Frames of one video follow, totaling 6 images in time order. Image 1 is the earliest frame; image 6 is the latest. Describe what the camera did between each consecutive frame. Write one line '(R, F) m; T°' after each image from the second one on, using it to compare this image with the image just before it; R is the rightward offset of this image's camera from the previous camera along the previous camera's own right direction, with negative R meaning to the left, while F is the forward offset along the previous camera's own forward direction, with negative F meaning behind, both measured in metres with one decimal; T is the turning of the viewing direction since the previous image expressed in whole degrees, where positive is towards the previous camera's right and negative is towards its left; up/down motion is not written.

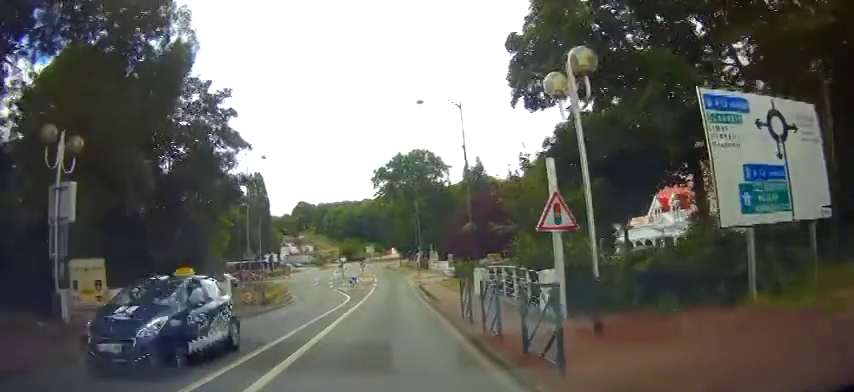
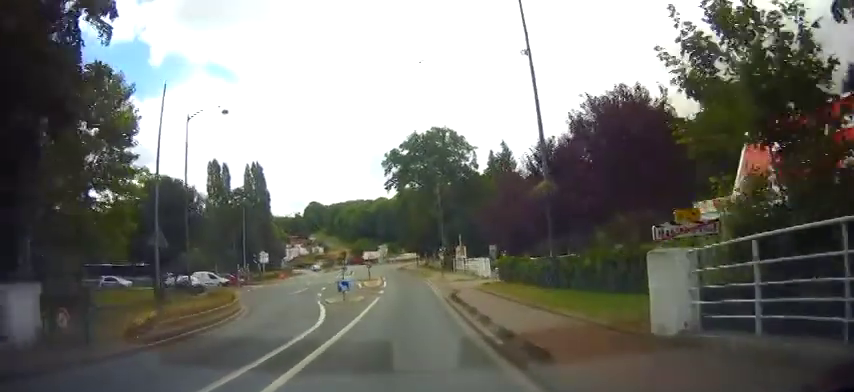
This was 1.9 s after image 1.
(-0.3, +14.6) m; 0°
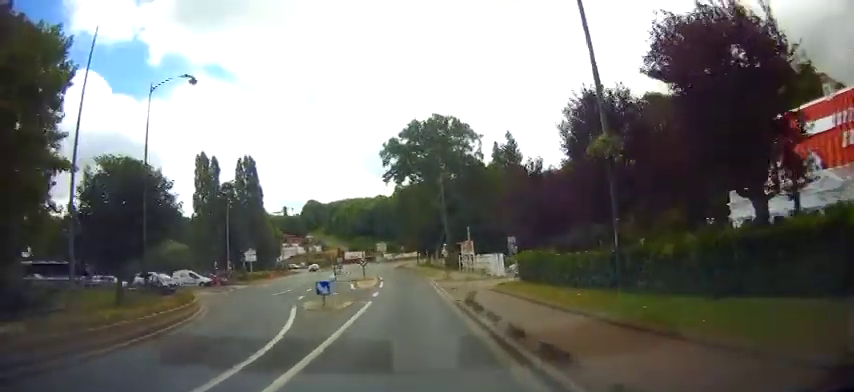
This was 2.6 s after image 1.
(+0.1, +5.7) m; +1°
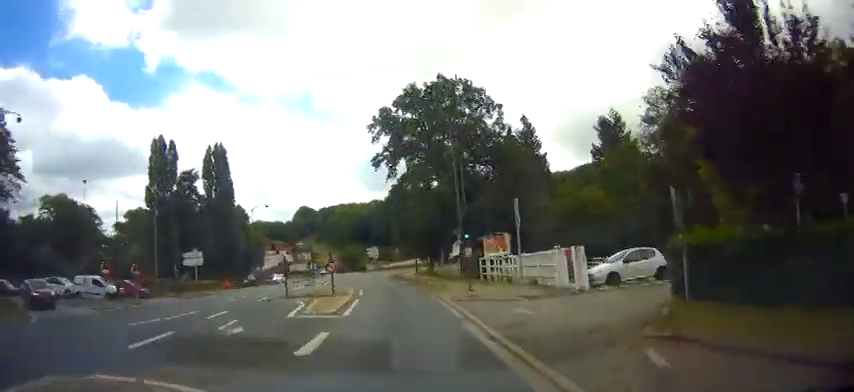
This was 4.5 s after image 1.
(0.0, +16.2) m; -1°
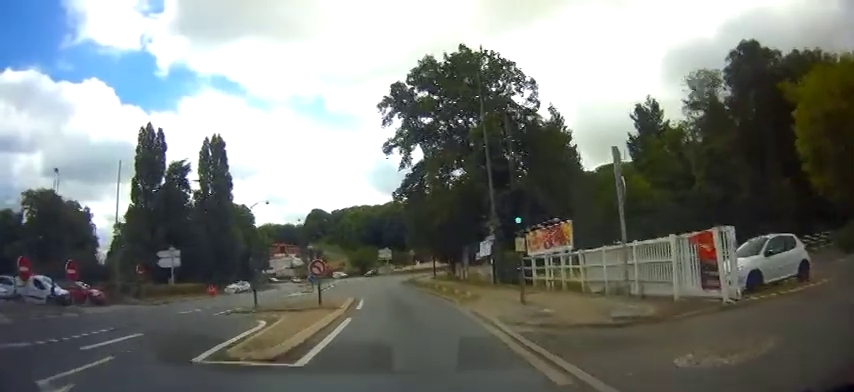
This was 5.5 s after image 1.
(-0.1, +7.8) m; -3°
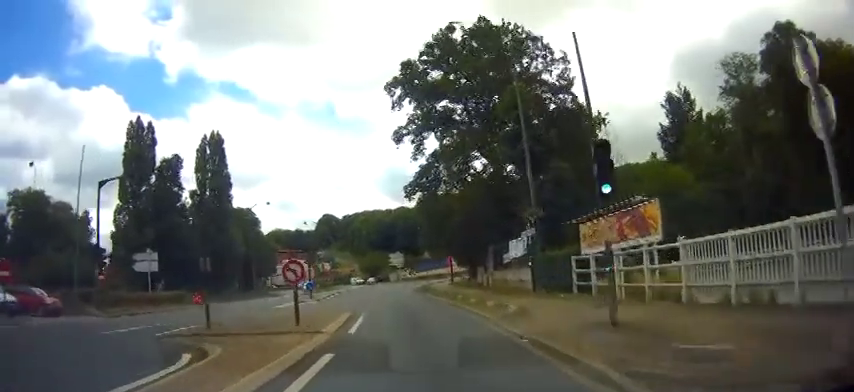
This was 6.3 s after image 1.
(-0.2, +6.0) m; -2°
